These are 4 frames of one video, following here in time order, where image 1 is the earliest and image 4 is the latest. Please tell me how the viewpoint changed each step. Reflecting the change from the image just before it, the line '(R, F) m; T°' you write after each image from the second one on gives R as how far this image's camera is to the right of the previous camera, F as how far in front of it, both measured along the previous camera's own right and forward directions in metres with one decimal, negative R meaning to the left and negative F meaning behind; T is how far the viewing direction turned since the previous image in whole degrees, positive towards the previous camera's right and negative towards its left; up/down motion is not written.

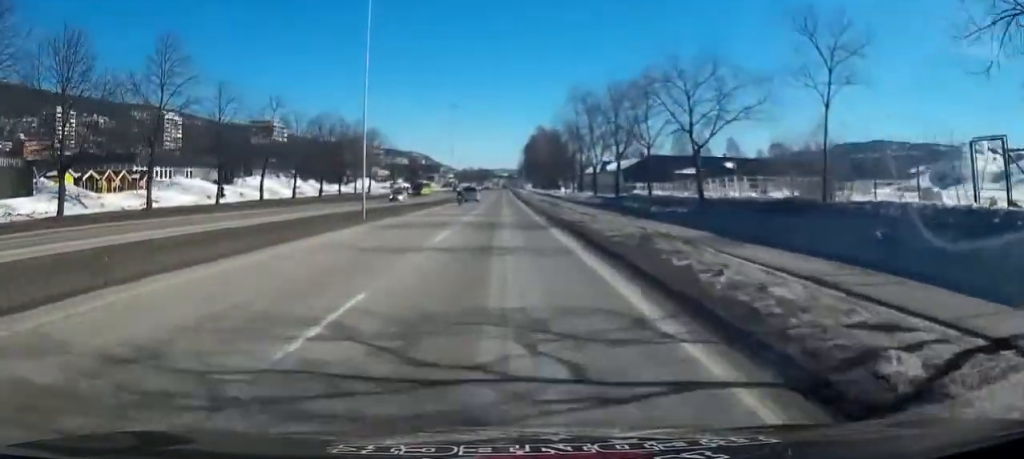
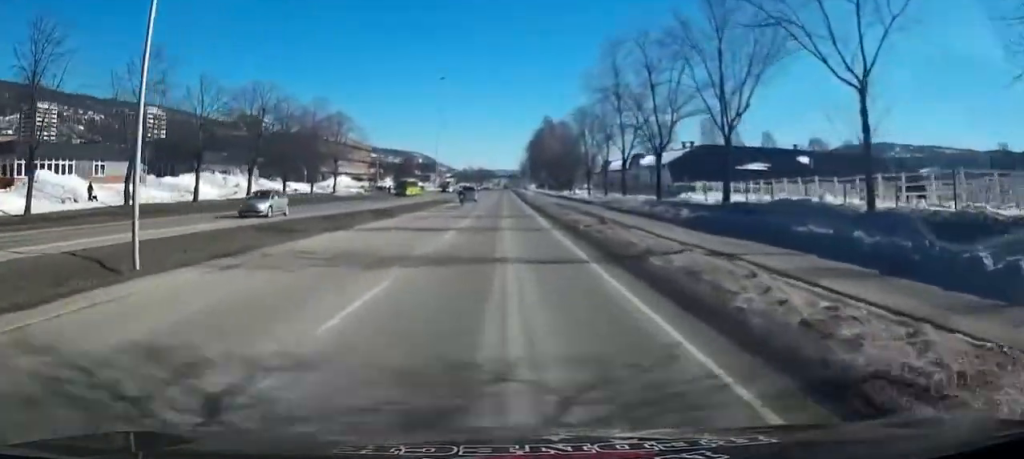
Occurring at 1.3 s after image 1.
(+0.1, +22.6) m; 0°
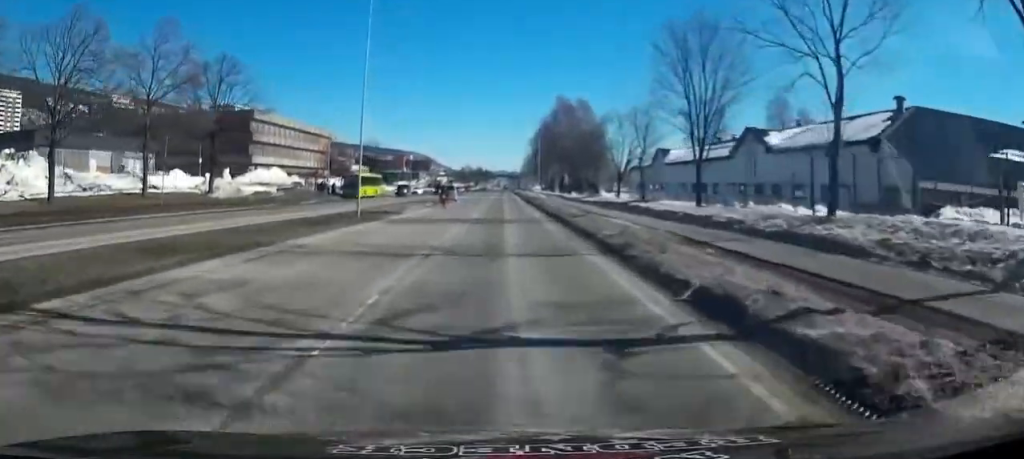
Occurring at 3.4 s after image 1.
(-0.5, +36.0) m; 0°
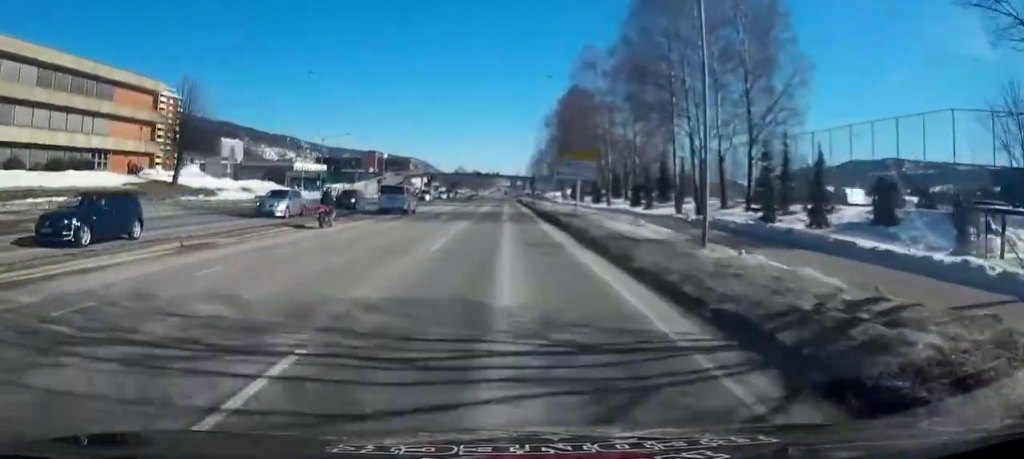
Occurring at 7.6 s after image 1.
(+0.3, +74.6) m; +1°
